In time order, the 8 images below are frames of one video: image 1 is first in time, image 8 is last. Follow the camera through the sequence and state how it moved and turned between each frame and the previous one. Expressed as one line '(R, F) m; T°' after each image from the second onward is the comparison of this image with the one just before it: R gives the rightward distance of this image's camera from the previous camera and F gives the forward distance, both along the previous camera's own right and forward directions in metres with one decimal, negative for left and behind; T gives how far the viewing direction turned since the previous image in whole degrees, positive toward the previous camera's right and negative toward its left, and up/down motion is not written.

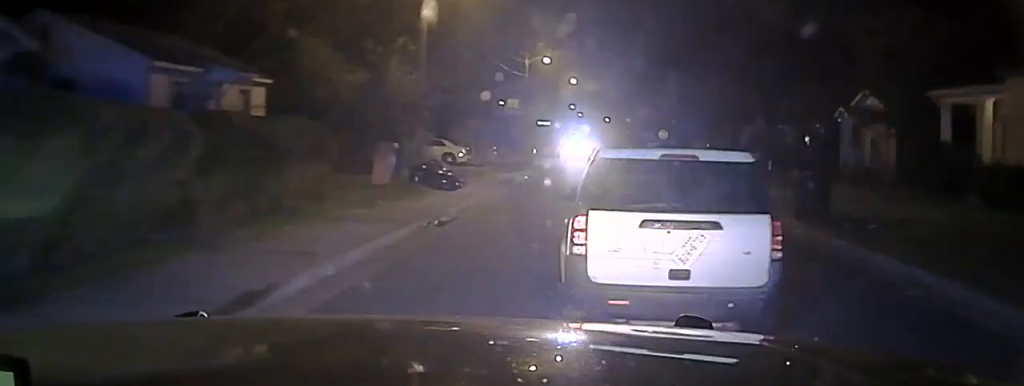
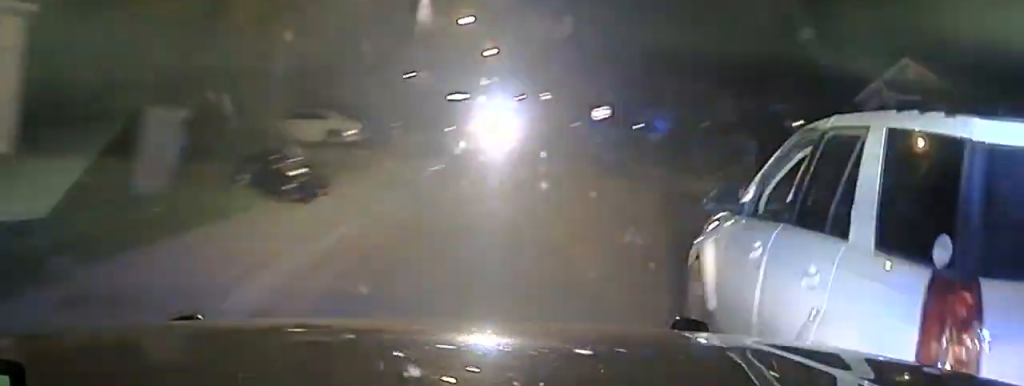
(+1.1, +11.5) m; +14°
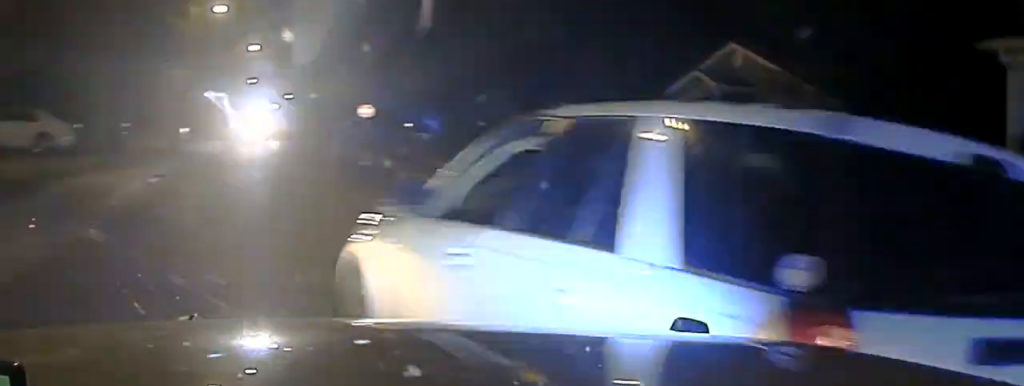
(+0.8, +5.6) m; +5°
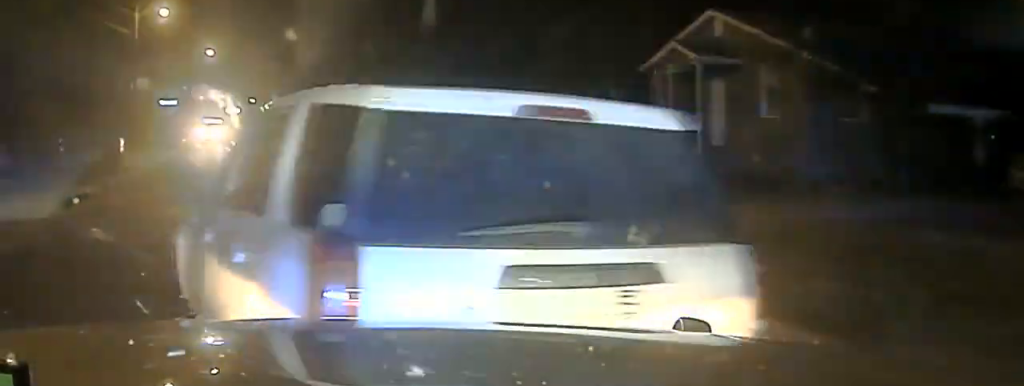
(+0.2, +3.0) m; +1°
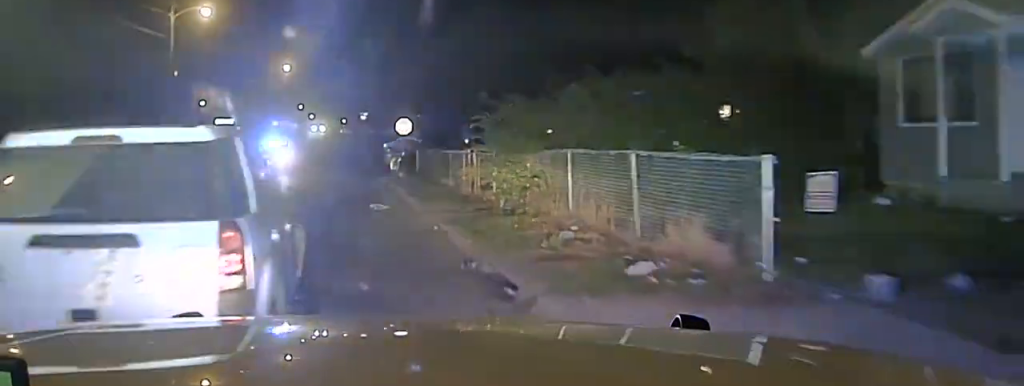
(-0.8, +10.9) m; -6°
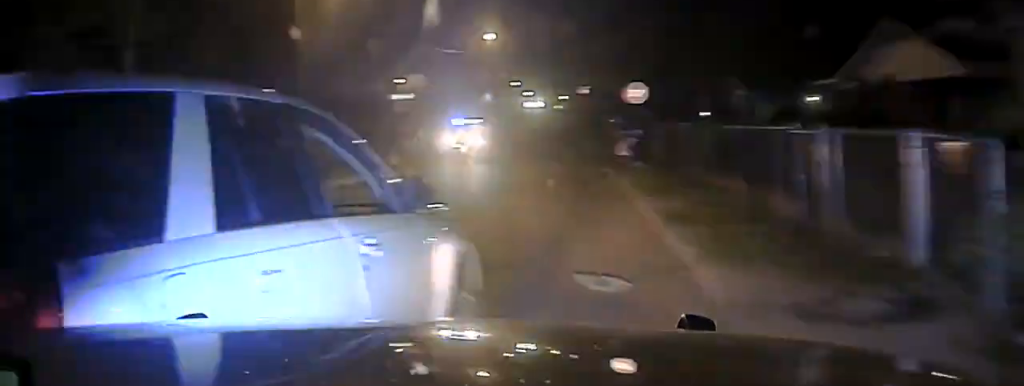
(-1.7, +12.3) m; -19°
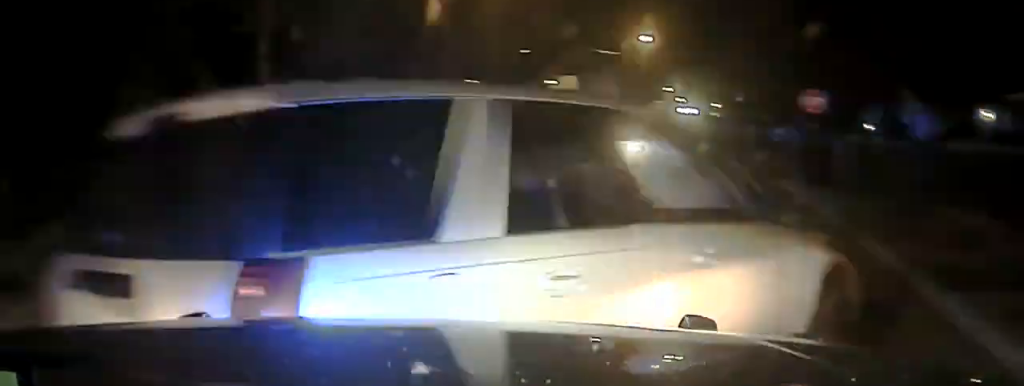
(-0.5, +3.1) m; -5°
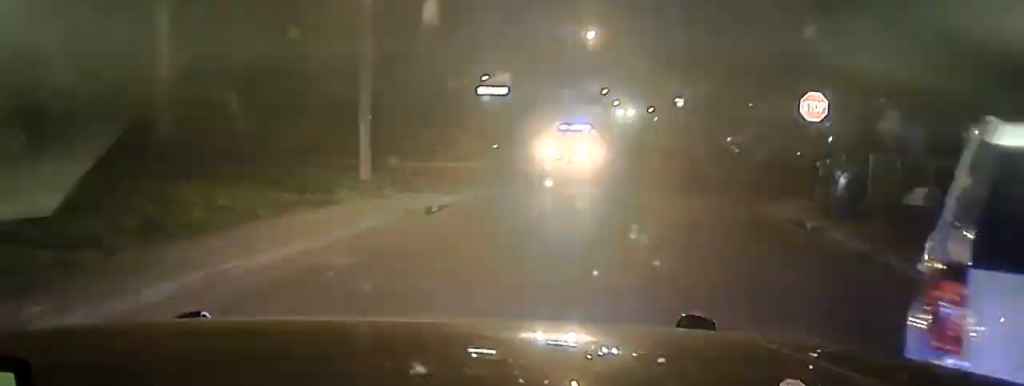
(0.0, +5.5) m; +7°
